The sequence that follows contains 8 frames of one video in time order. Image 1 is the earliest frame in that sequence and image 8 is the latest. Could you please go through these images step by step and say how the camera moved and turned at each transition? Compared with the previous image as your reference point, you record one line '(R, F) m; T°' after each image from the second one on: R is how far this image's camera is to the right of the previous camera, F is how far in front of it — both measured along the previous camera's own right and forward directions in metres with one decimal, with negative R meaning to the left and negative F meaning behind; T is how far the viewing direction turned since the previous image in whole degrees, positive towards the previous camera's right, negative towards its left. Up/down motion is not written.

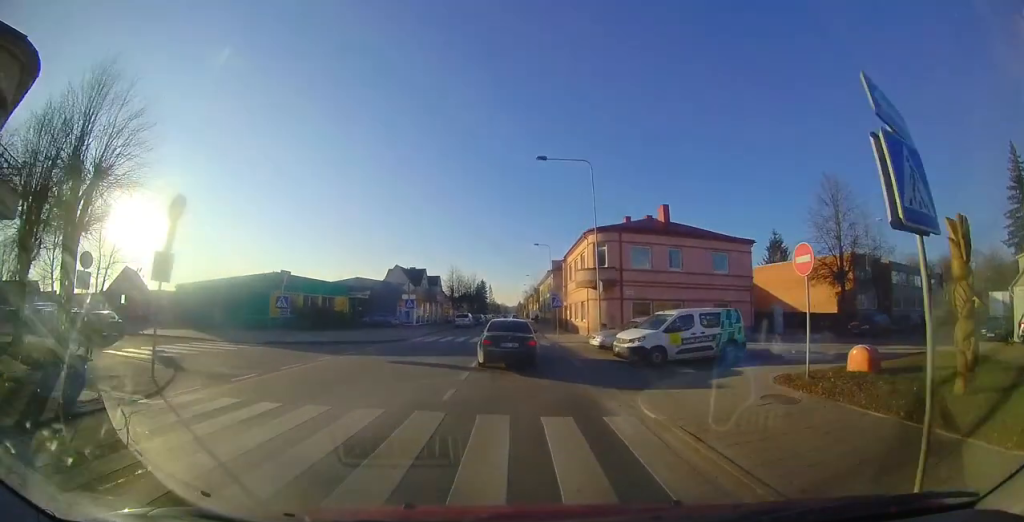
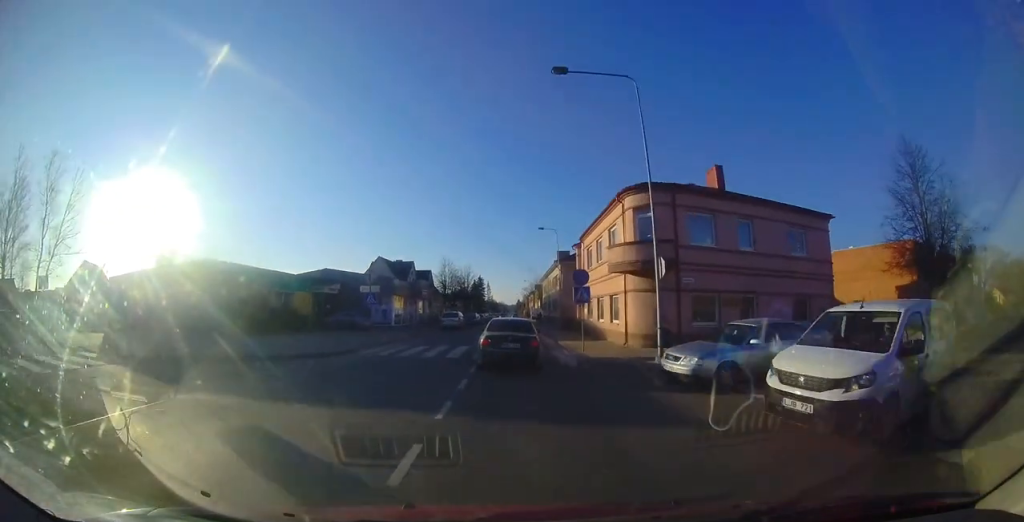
(0.0, +7.0) m; 0°
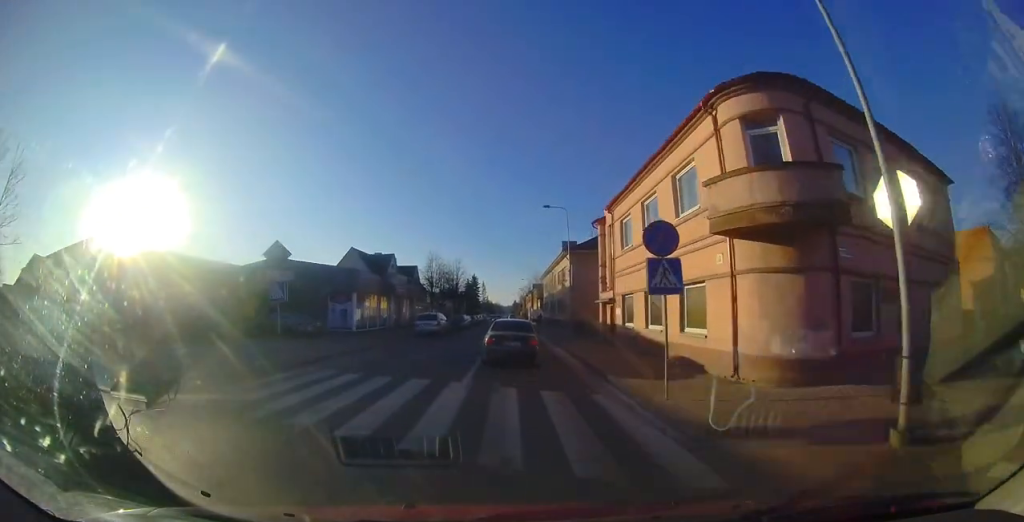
(0.0, +7.5) m; 0°
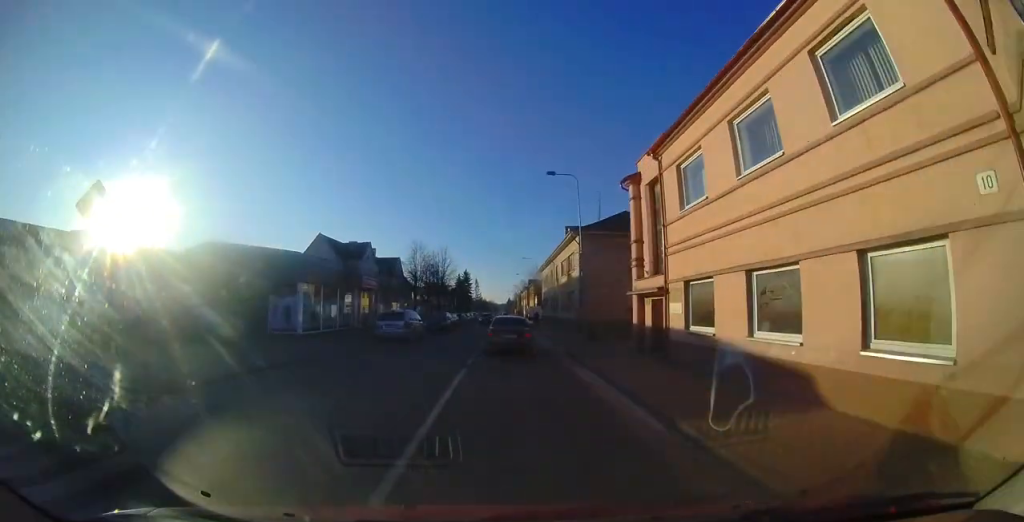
(0.0, +6.2) m; 0°
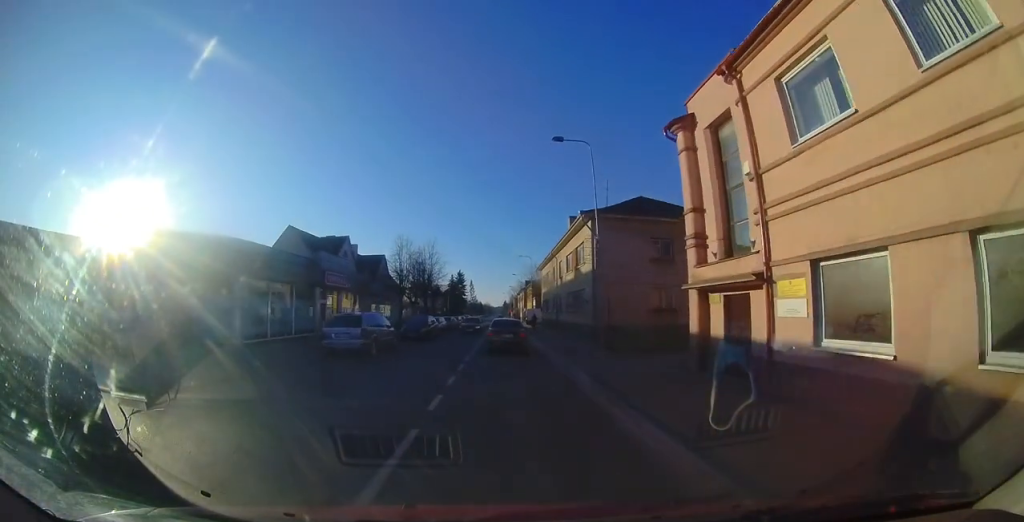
(0.0, +4.7) m; 0°
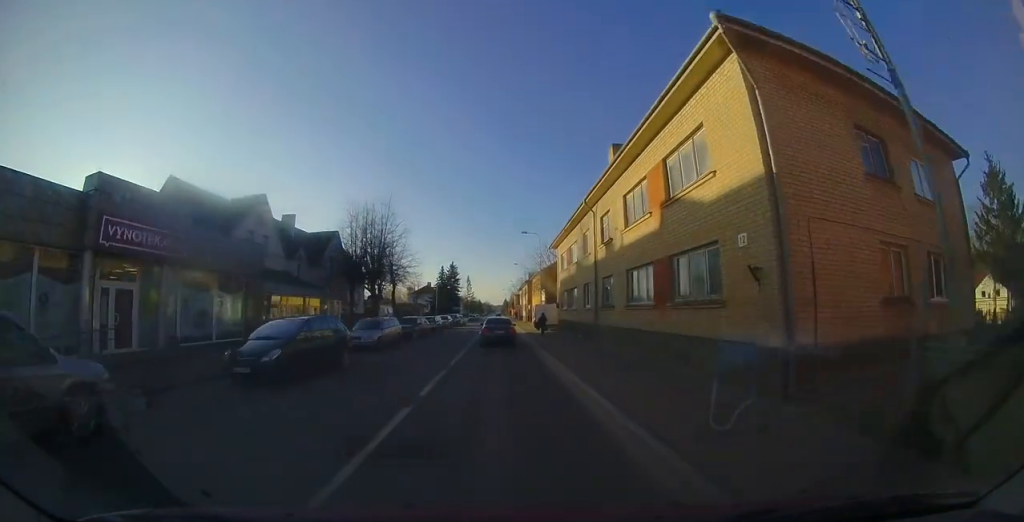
(-0.5, +12.1) m; -3°
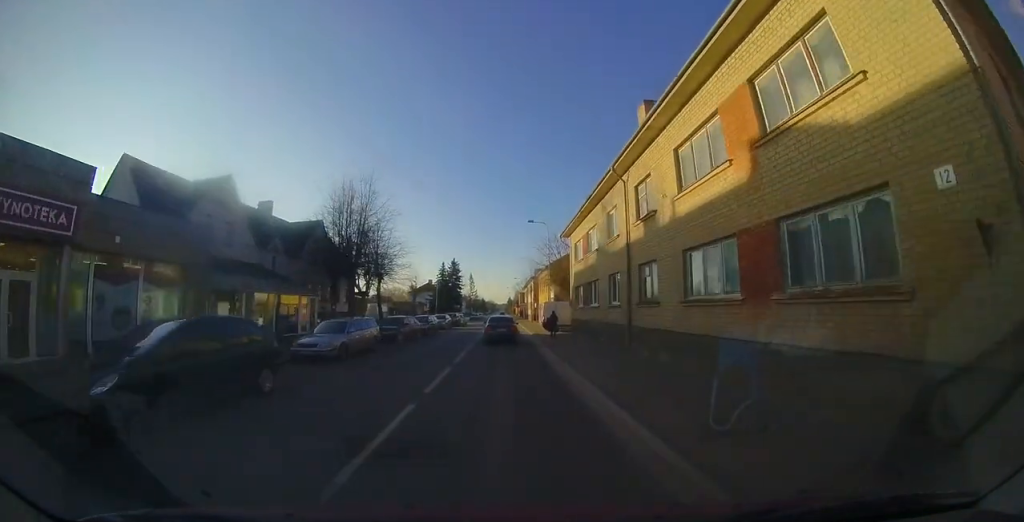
(0.0, +3.5) m; +1°
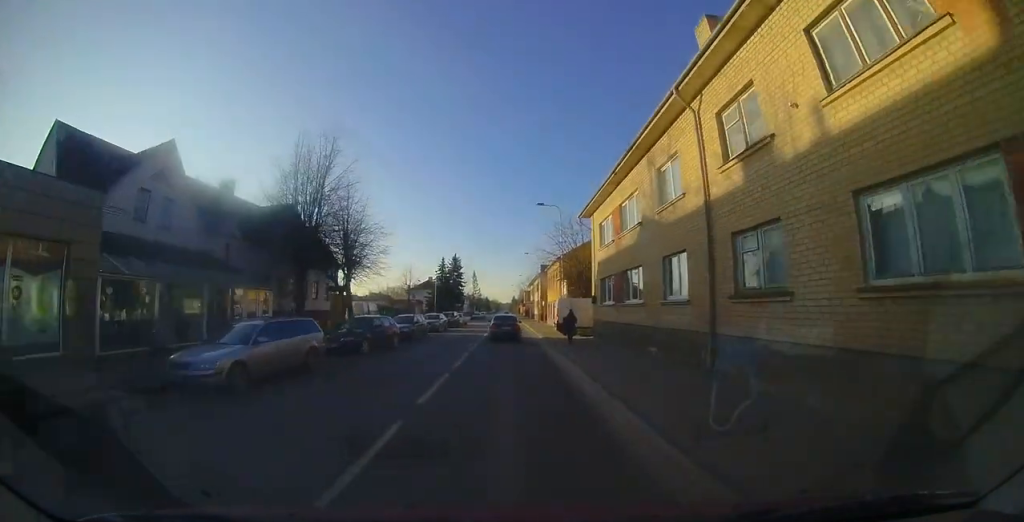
(0.0, +4.7) m; +3°
